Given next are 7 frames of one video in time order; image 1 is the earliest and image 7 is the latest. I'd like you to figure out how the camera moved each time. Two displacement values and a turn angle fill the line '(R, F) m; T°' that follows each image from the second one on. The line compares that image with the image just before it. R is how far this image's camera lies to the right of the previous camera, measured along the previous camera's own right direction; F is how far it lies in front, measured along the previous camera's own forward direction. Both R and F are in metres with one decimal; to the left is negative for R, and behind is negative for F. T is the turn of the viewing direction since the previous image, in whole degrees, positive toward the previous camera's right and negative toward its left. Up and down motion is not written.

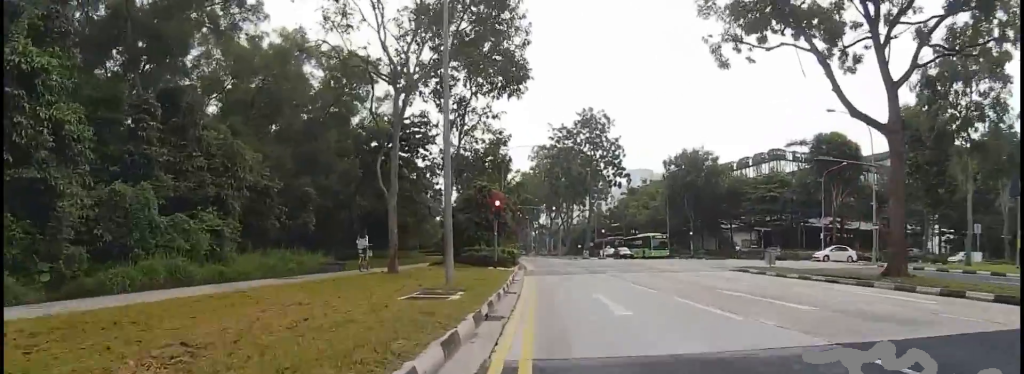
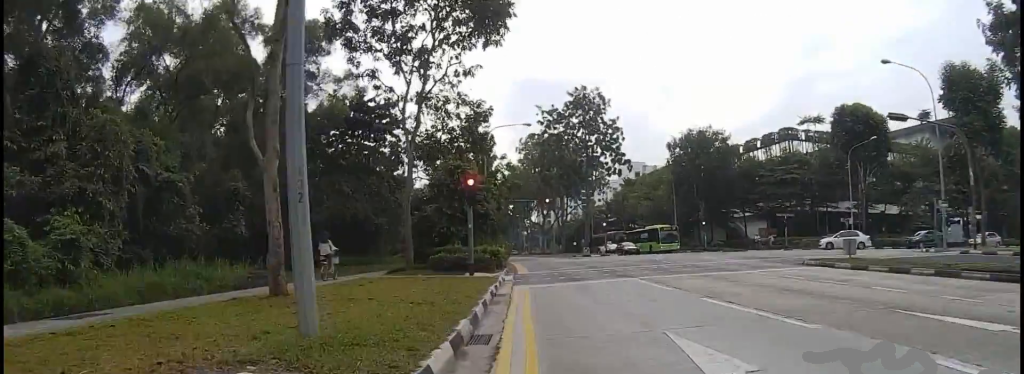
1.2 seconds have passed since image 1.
(0.0, +6.3) m; 0°
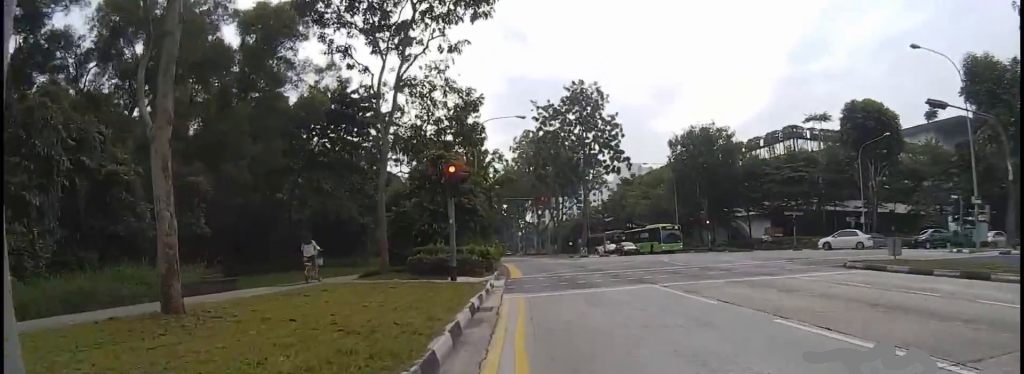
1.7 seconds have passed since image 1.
(0.0, +2.3) m; 0°
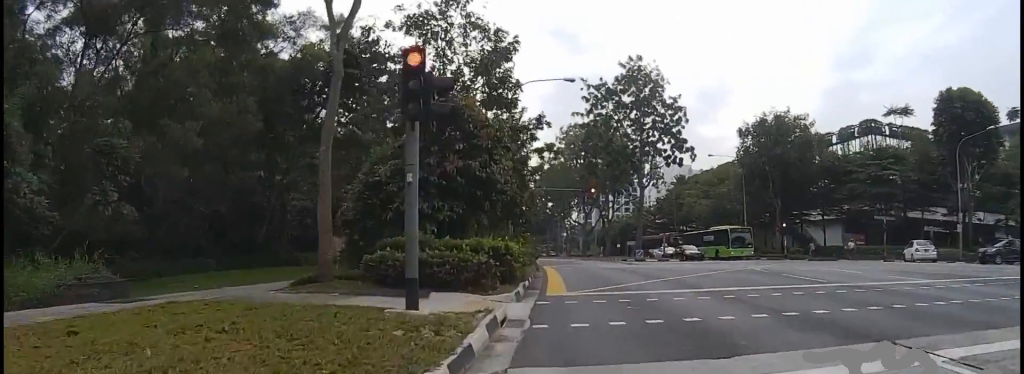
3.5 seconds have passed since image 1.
(0.0, +6.6) m; 0°
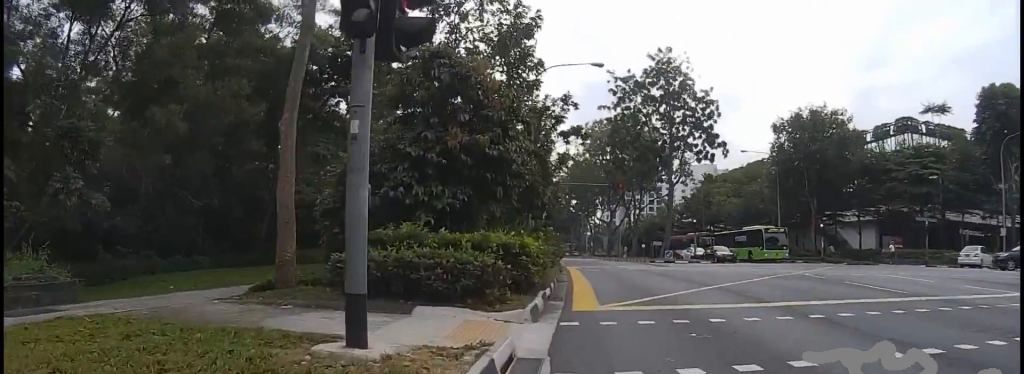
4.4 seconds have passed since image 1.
(0.0, +2.1) m; 0°
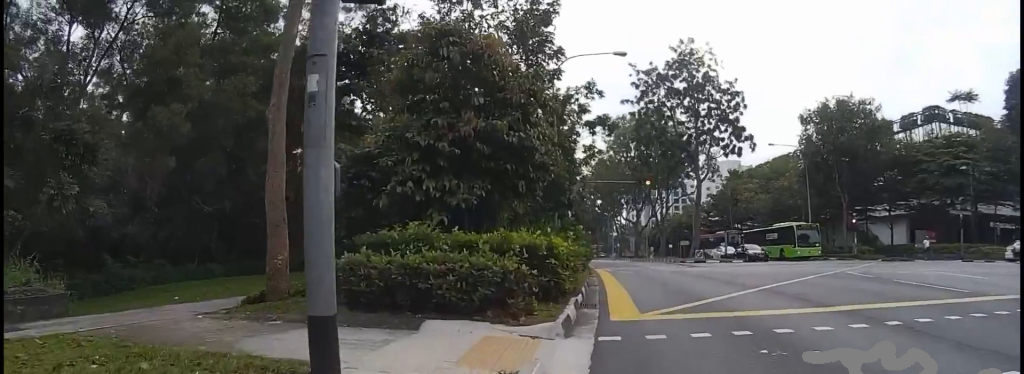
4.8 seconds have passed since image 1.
(0.0, +0.8) m; 0°
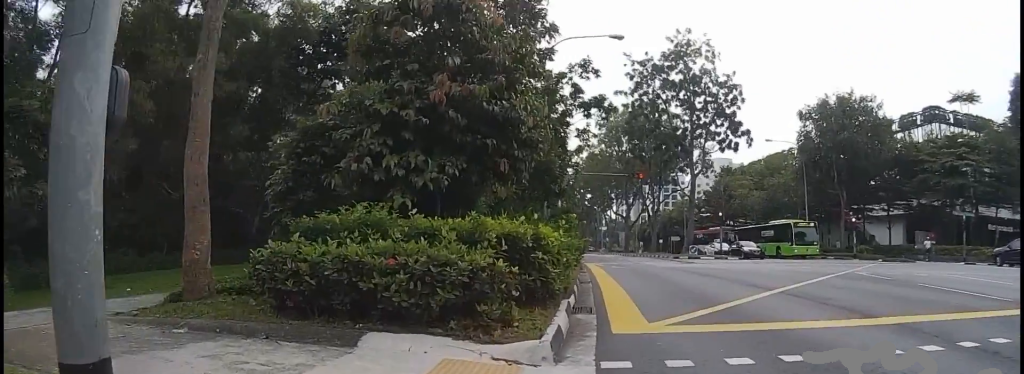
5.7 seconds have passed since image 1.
(0.0, +1.1) m; 0°
